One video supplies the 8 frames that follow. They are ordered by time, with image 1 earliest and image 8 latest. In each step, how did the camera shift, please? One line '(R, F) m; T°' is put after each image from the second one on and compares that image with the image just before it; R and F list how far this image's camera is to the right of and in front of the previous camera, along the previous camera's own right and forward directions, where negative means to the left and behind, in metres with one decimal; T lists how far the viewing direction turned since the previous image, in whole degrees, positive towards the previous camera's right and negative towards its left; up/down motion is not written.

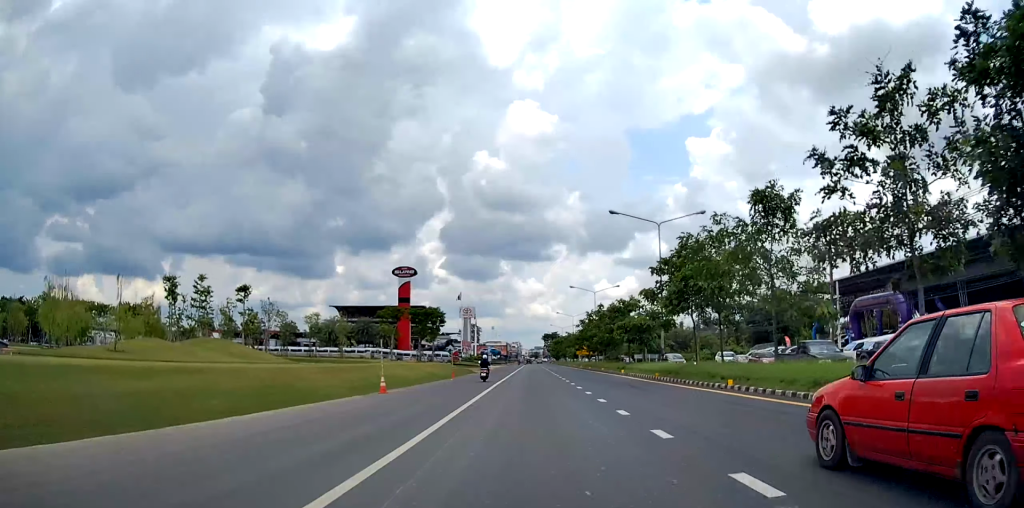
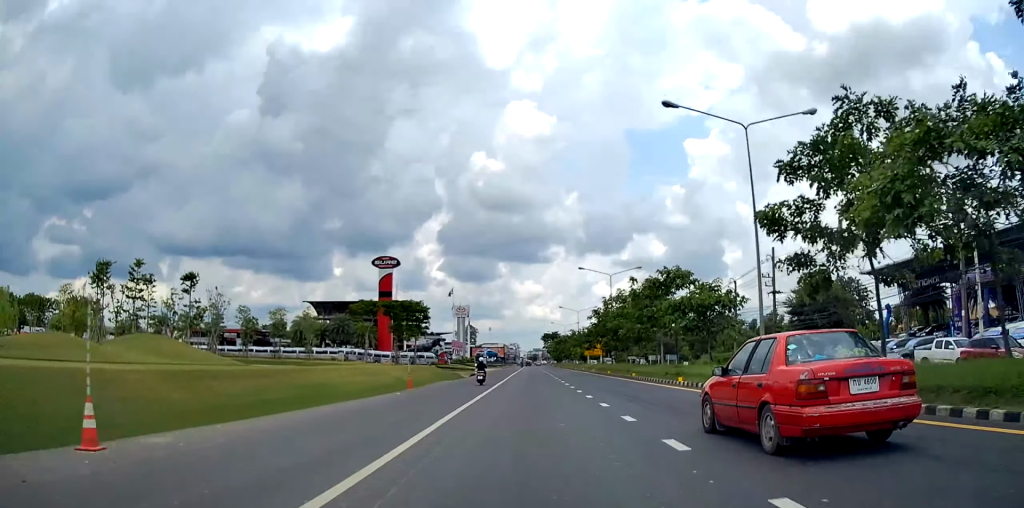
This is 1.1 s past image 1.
(+0.3, +17.7) m; +1°
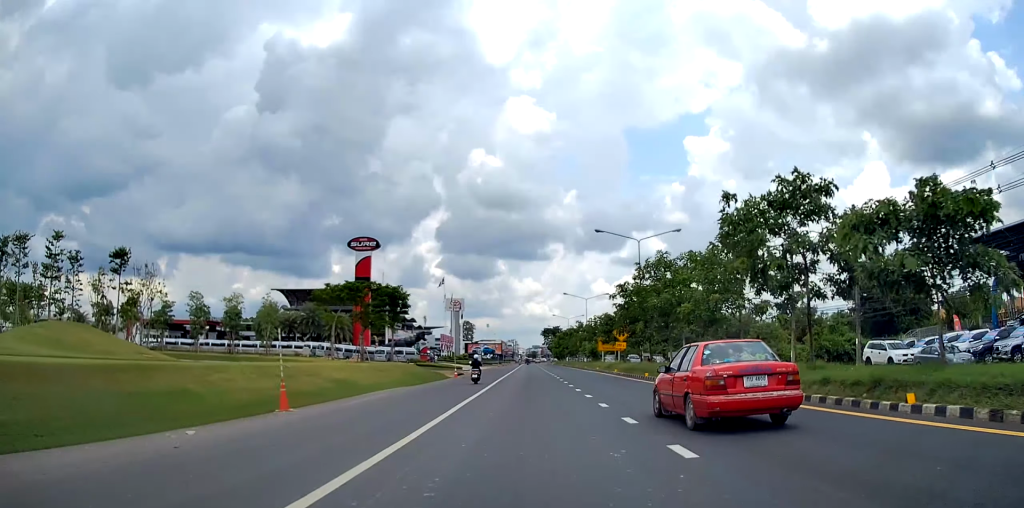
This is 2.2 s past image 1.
(0.0, +17.2) m; 0°
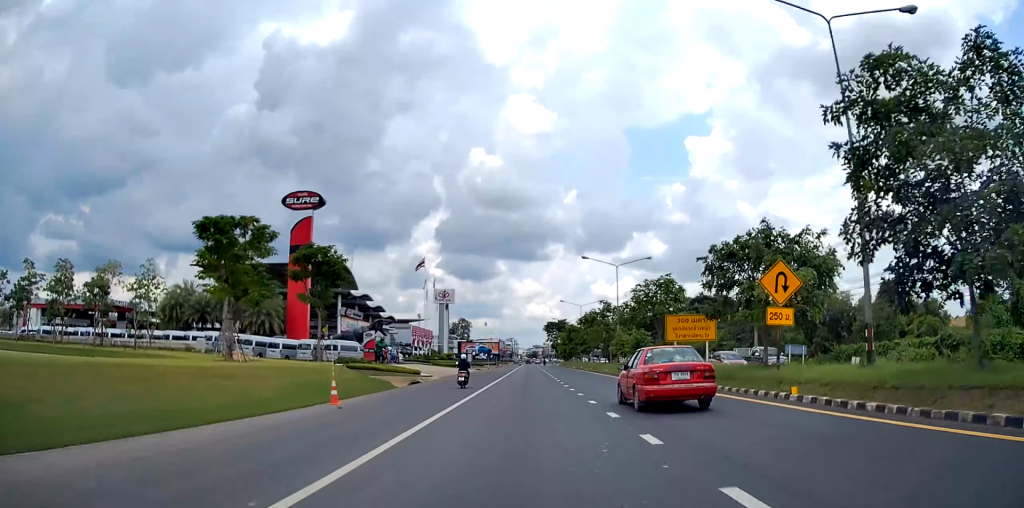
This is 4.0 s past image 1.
(0.0, +30.7) m; 0°
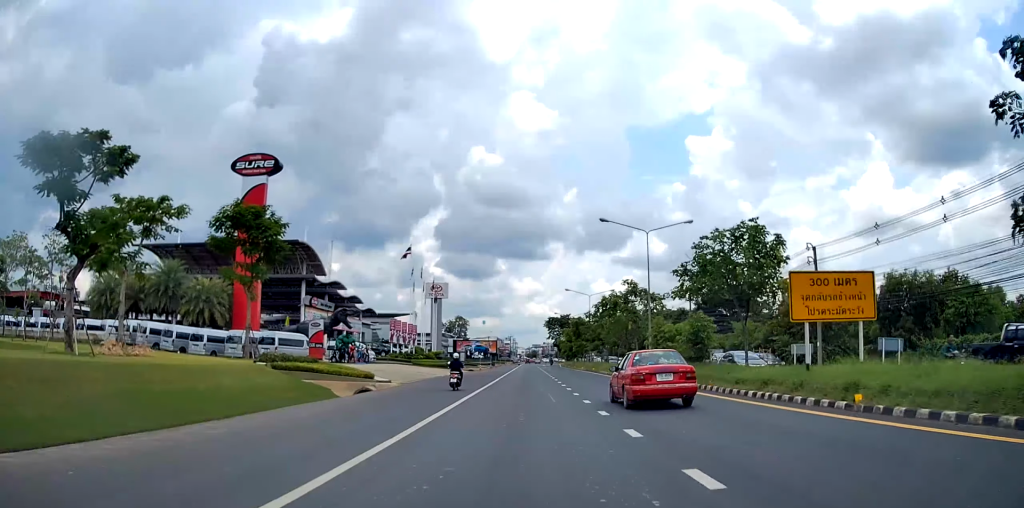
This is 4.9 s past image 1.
(0.0, +15.6) m; 0°
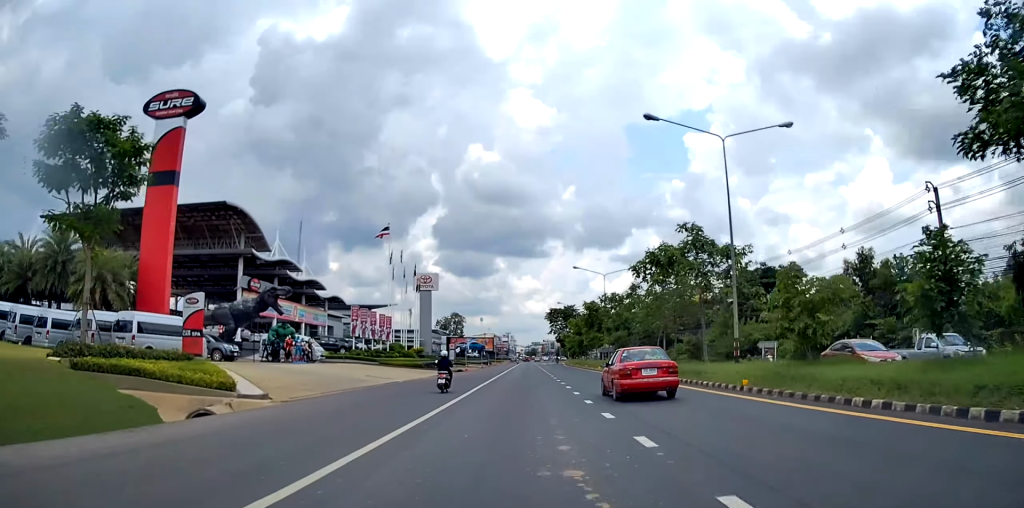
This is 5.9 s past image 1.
(0.0, +18.1) m; 0°
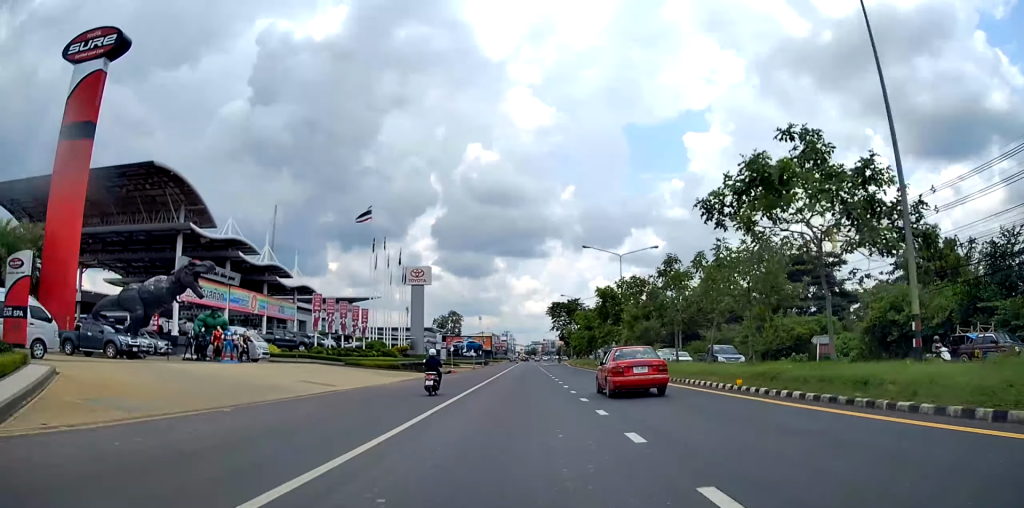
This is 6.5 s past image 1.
(0.0, +11.3) m; 0°
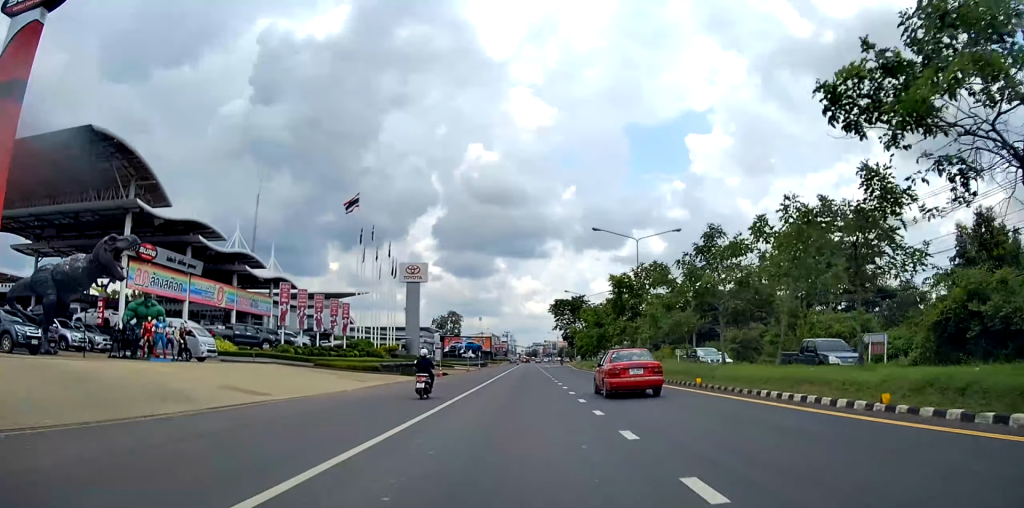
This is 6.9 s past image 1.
(0.0, +7.8) m; 0°
